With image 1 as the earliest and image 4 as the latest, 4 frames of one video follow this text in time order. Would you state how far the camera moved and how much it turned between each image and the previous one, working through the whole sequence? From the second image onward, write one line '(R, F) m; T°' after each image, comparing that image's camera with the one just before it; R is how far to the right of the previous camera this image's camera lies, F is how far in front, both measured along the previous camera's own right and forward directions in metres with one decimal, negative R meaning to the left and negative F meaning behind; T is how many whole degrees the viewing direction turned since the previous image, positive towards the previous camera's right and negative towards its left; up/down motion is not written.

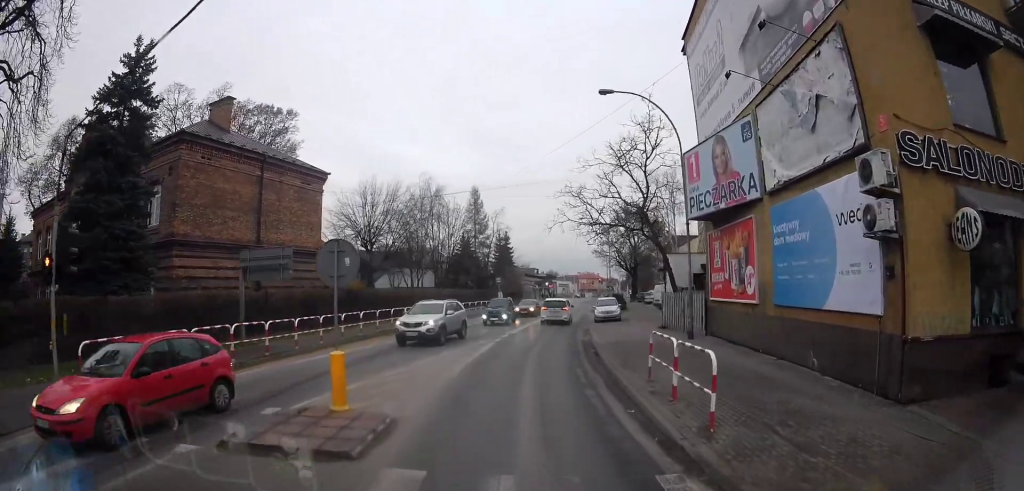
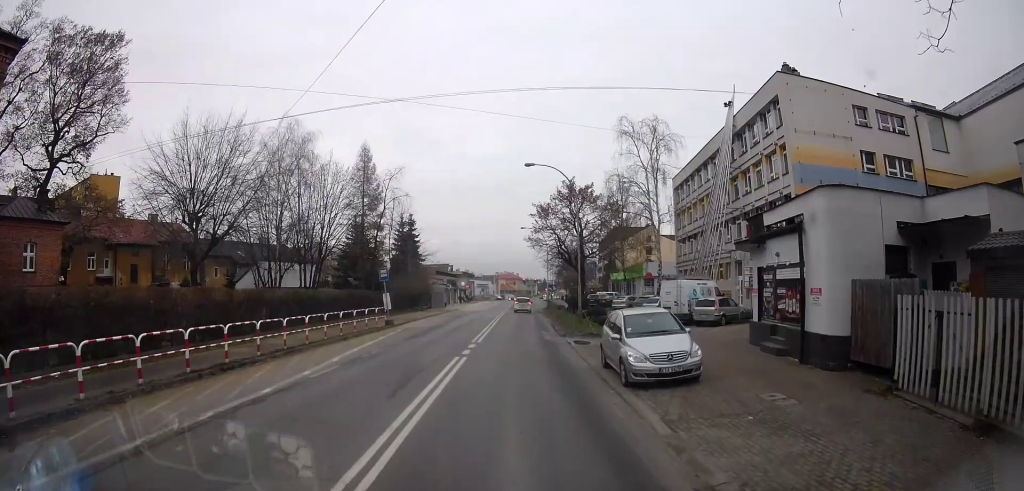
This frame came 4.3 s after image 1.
(+1.0, +20.0) m; 0°
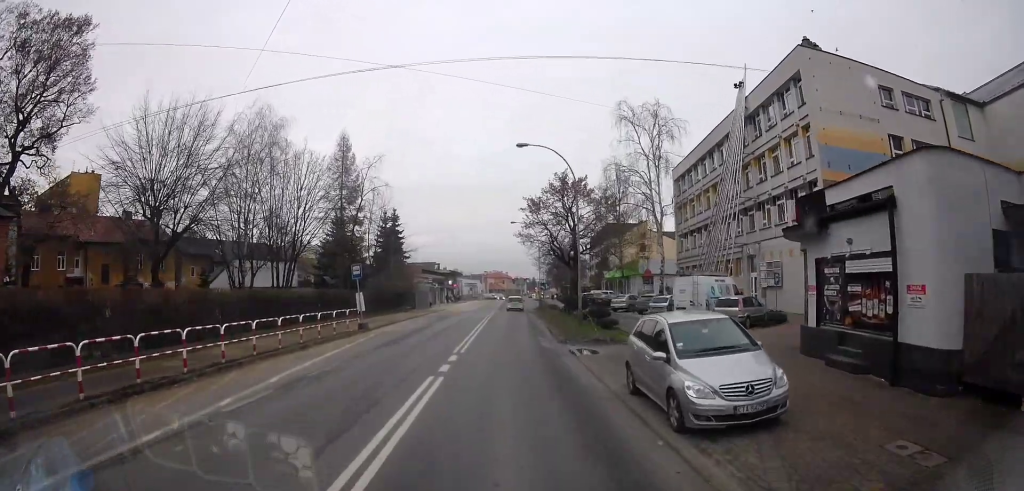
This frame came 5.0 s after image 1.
(-0.1, +2.7) m; -5°
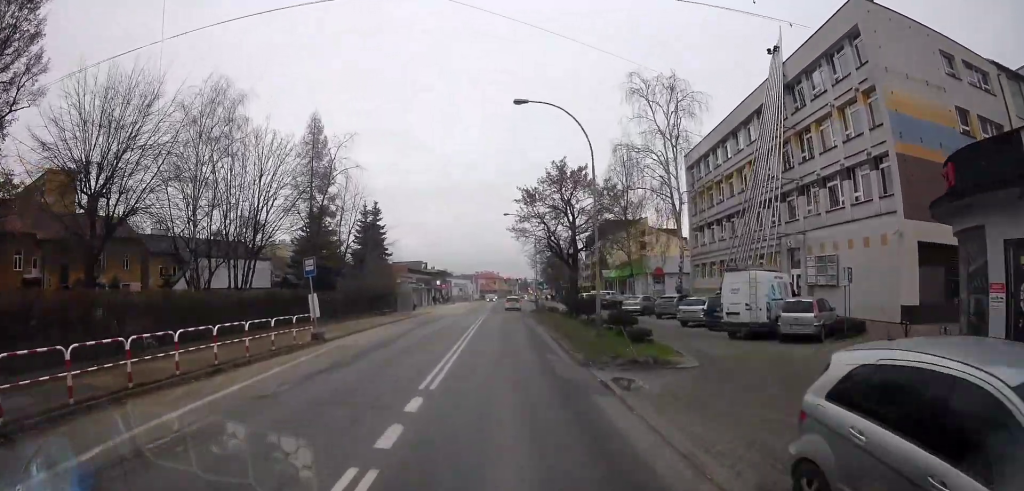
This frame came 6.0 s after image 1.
(-0.5, +4.0) m; +4°
